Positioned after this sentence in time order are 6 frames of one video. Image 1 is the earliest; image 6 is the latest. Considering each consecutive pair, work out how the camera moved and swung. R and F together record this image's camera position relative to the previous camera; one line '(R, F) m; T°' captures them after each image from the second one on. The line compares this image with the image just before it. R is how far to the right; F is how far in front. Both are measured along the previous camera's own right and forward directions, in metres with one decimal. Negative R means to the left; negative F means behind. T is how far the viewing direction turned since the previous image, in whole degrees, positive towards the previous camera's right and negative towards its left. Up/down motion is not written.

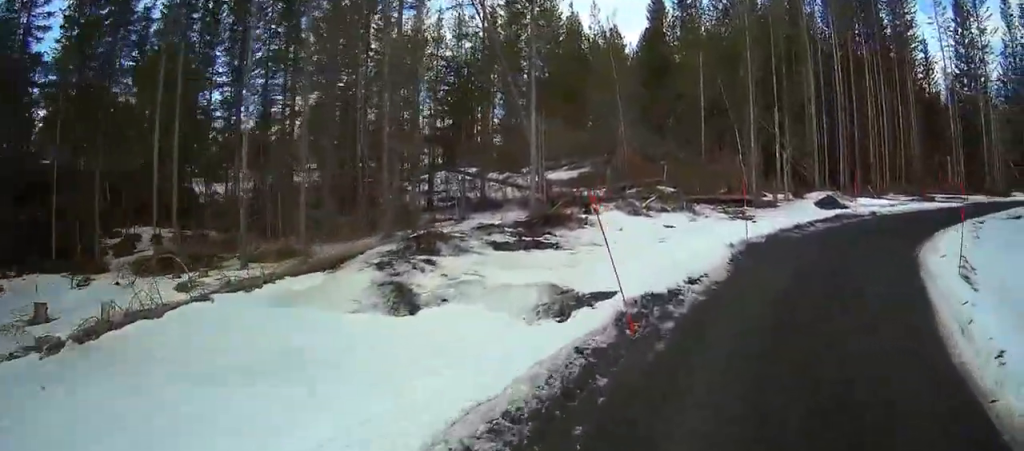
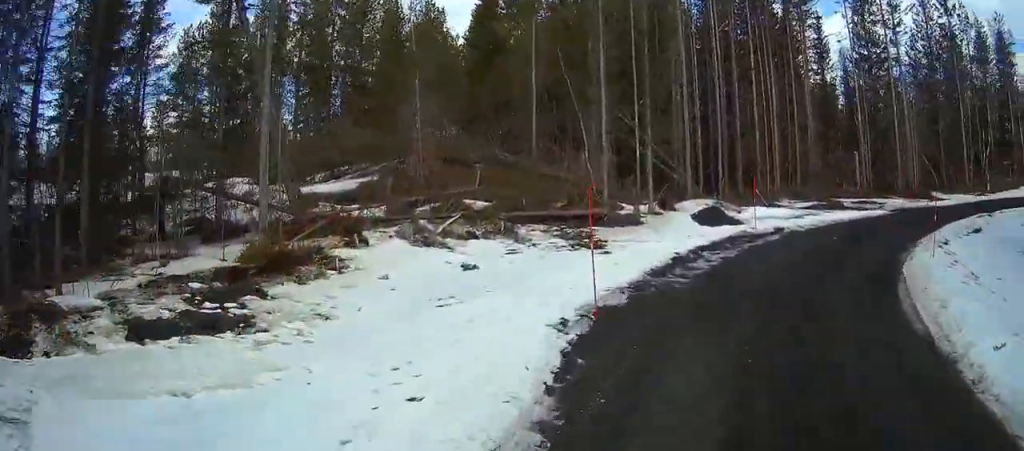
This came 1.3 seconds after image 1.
(+0.8, +8.7) m; +11°
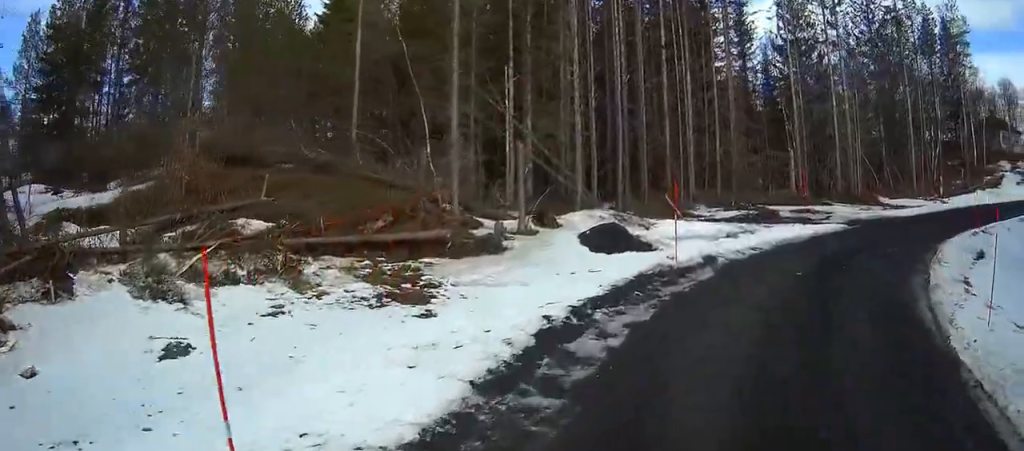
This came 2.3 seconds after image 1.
(+0.6, +7.3) m; +11°
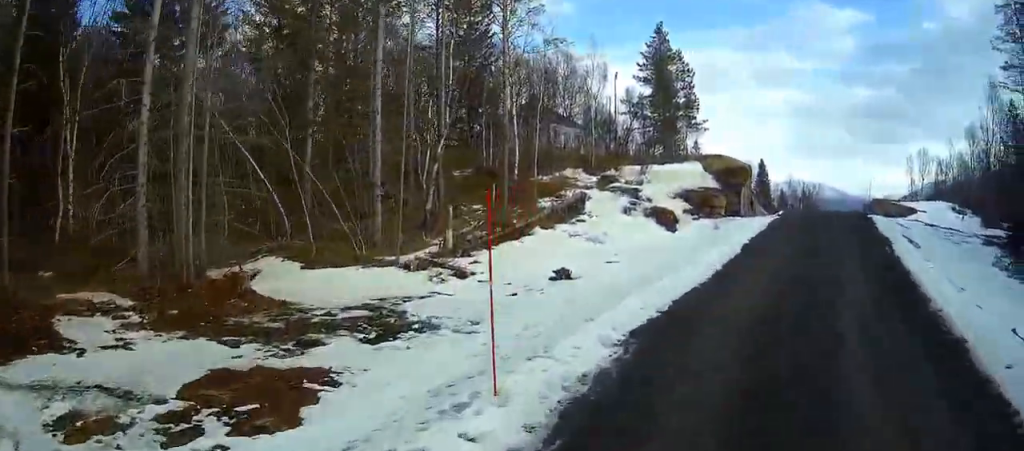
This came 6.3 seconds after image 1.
(+9.6, +22.9) m; +51°
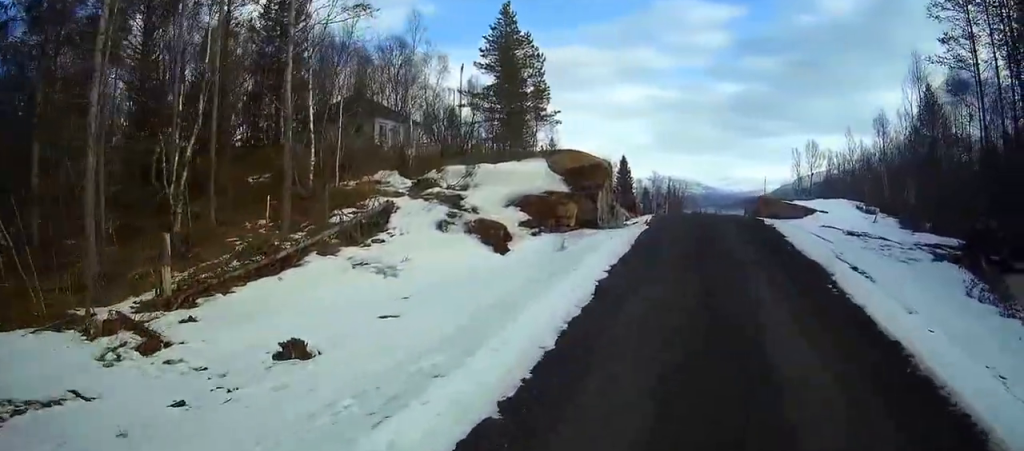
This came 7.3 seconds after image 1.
(+0.8, +6.2) m; +14°
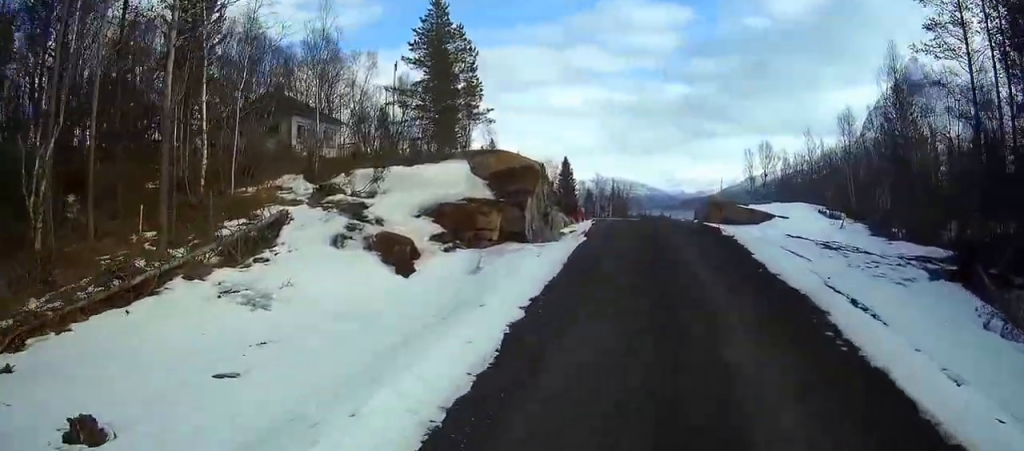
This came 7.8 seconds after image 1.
(-0.1, +3.3) m; +7°
